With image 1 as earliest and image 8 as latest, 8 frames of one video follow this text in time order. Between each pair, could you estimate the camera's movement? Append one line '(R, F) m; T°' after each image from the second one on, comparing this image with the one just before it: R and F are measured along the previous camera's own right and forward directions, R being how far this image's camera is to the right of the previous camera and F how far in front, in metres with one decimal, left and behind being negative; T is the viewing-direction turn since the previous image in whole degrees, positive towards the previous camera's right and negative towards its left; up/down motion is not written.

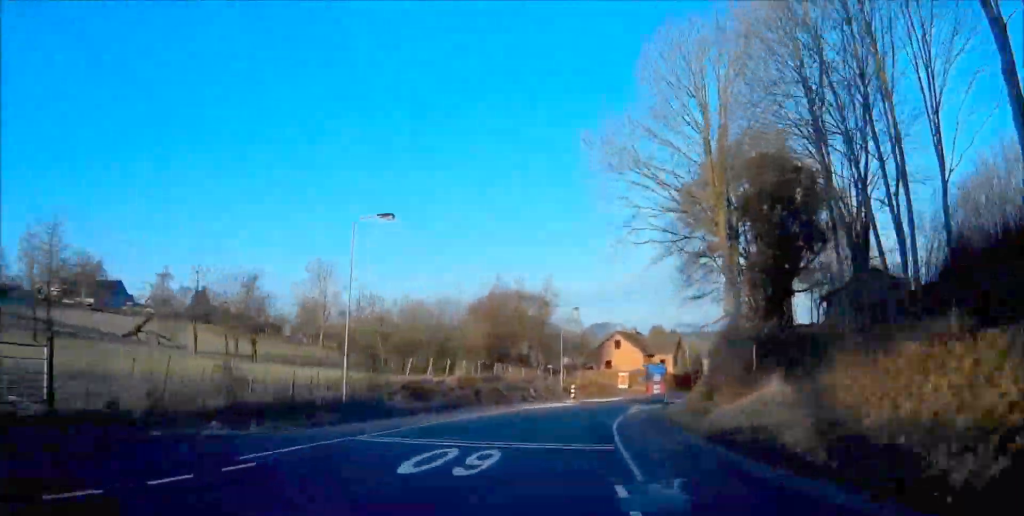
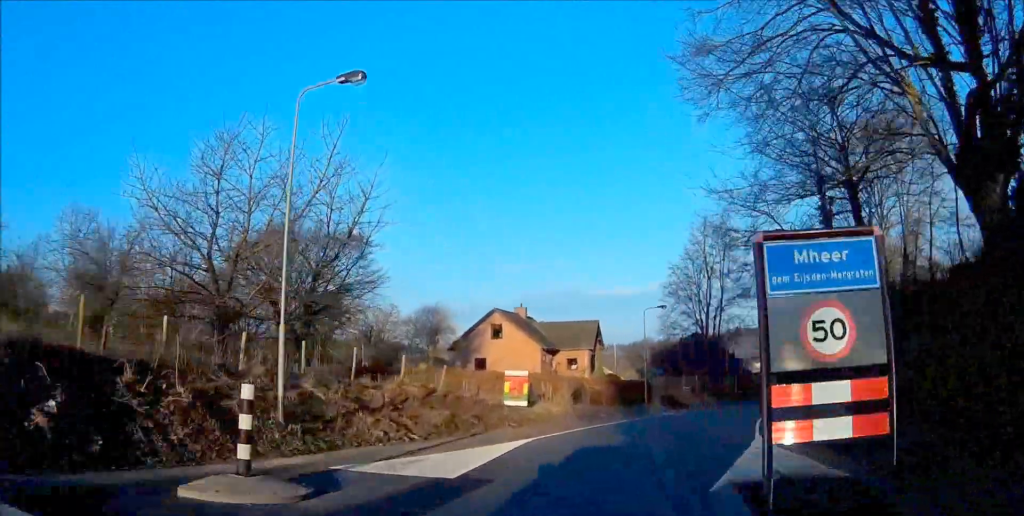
(+5.0, +45.6) m; +18°
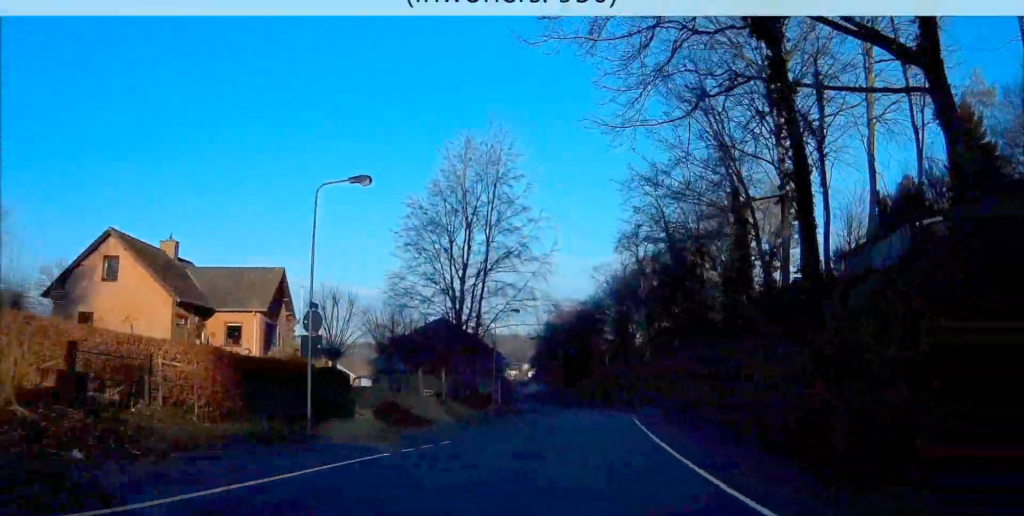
(+3.9, +28.7) m; +10°
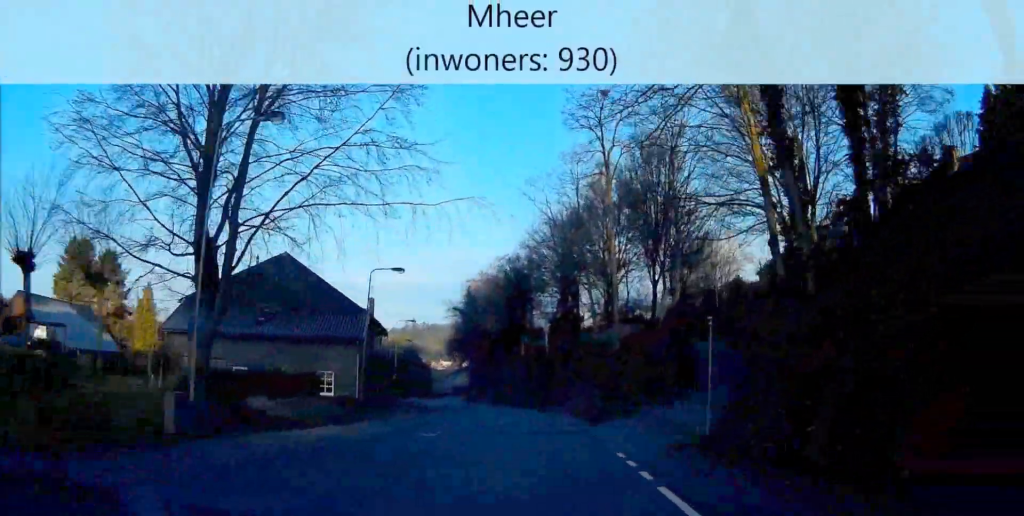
(+1.1, +30.9) m; 0°
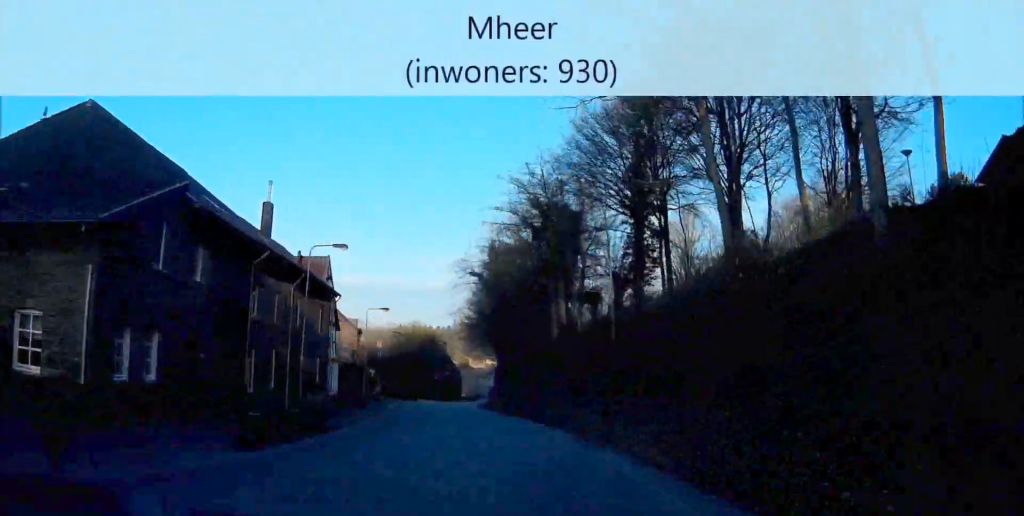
(-0.8, +28.5) m; -4°
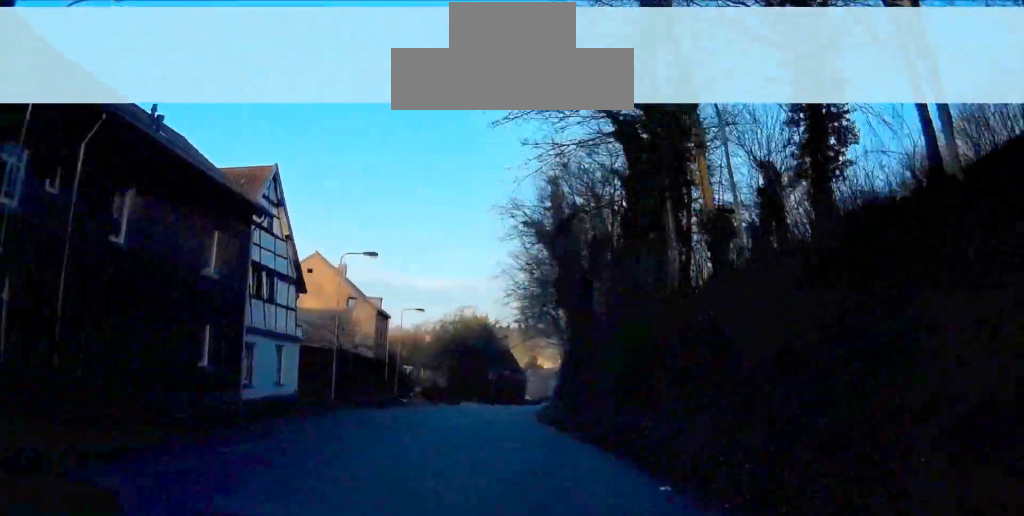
(-0.9, +19.5) m; -3°
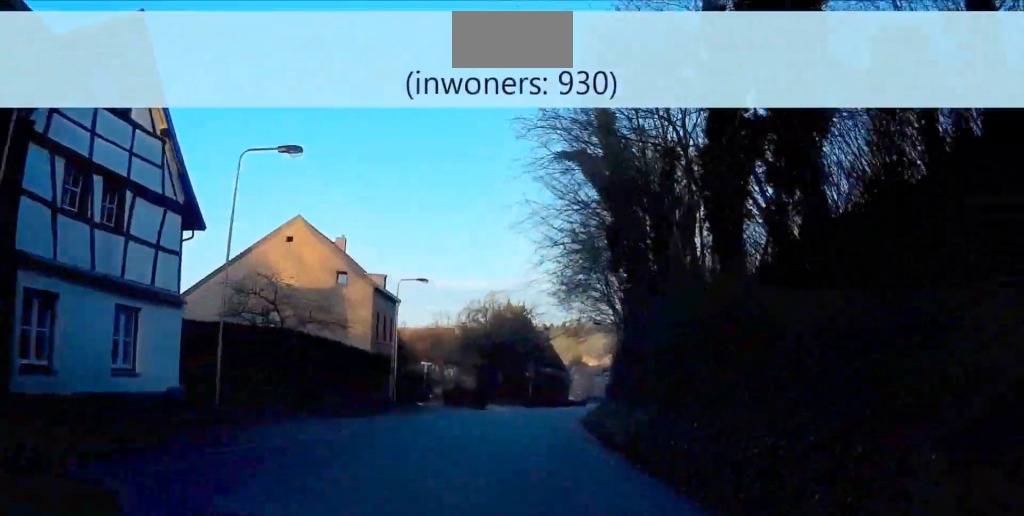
(-0.2, +13.3) m; 0°
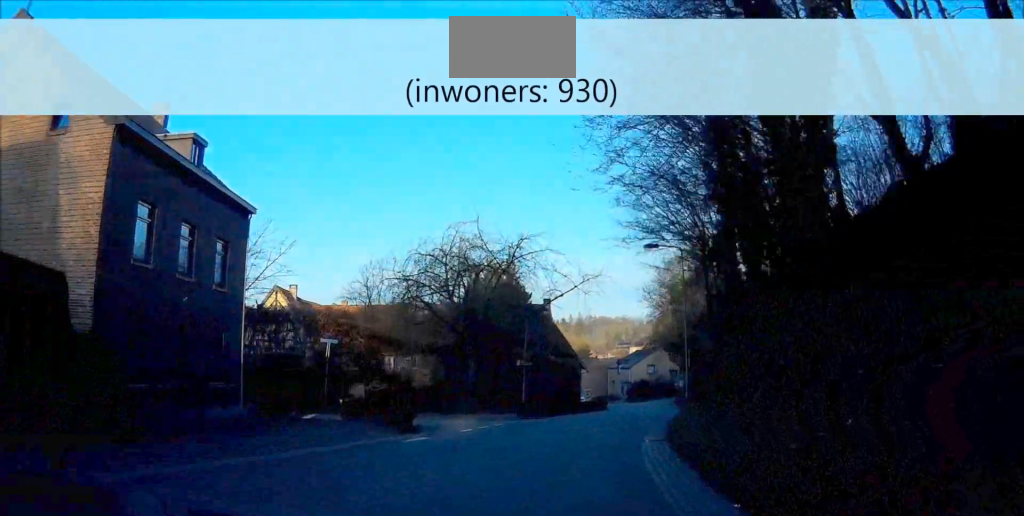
(-0.2, +28.6) m; +3°
